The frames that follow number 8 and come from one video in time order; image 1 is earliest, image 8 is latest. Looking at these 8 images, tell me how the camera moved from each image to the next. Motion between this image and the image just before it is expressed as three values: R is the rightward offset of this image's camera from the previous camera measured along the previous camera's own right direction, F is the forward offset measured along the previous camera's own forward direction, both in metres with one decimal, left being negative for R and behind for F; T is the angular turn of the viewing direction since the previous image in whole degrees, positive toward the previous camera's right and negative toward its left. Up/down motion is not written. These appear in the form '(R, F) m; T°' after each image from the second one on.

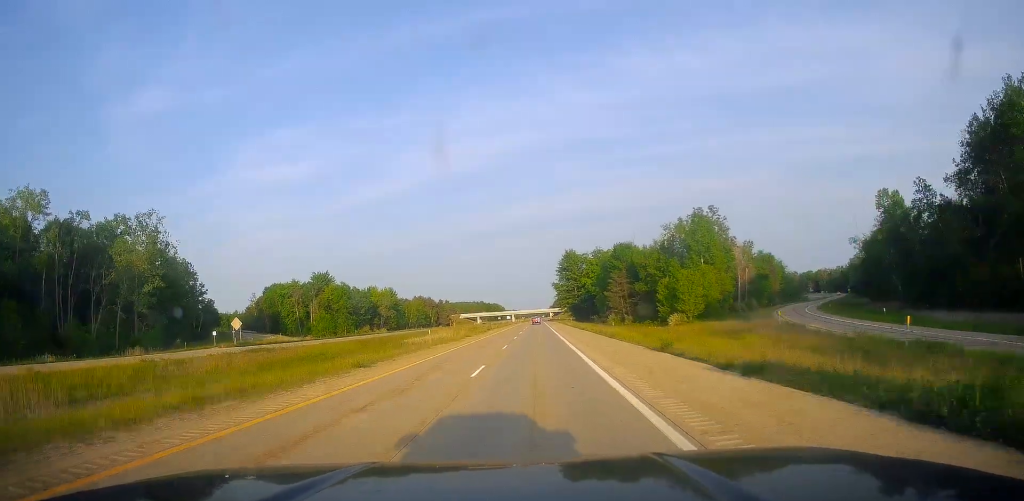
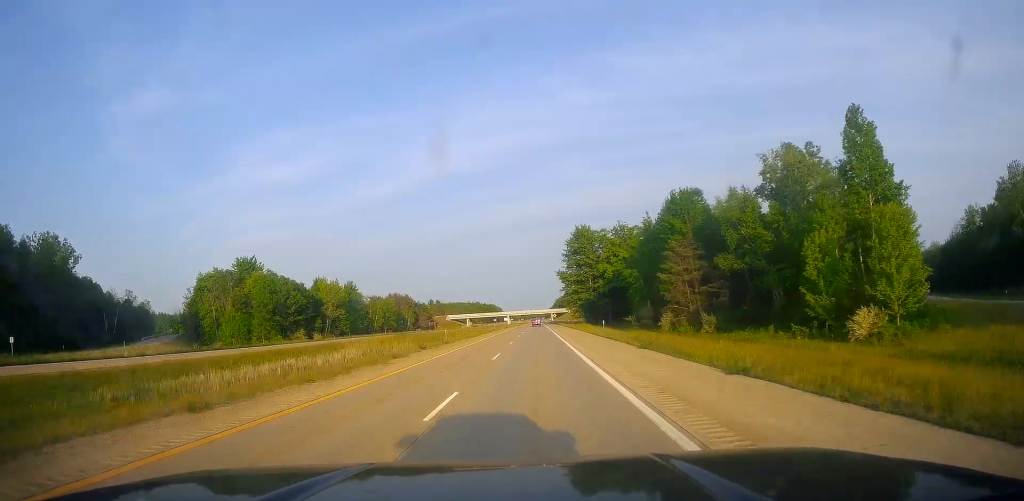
(-0.4, +52.7) m; 0°
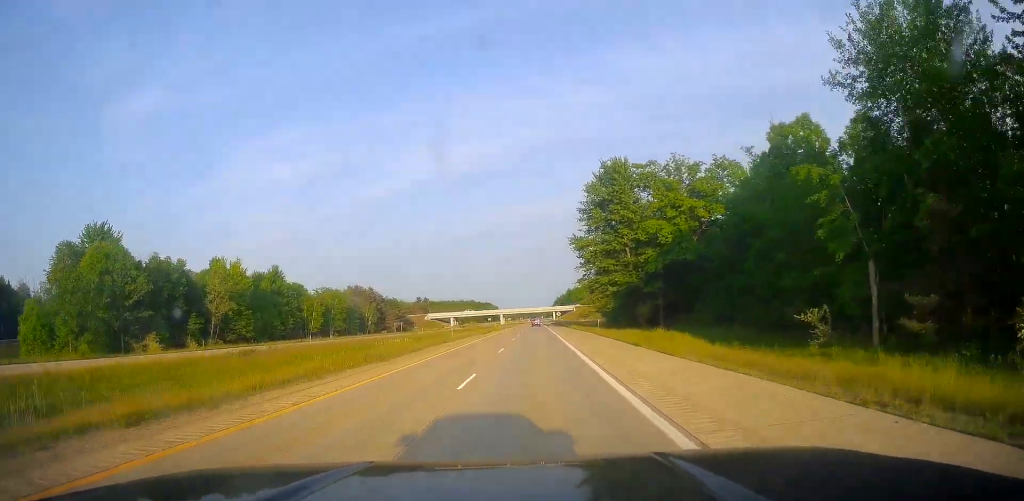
(-0.1, +56.3) m; +1°
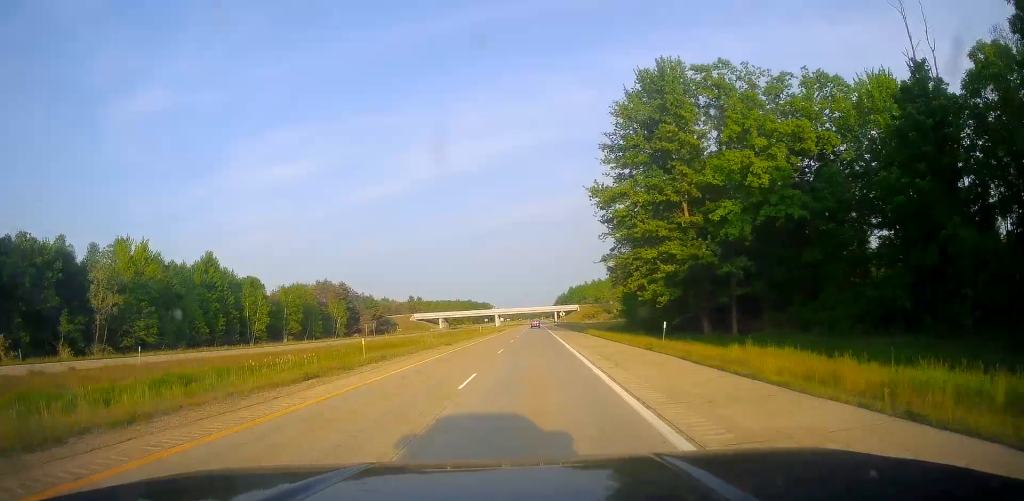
(+0.5, +30.0) m; 0°
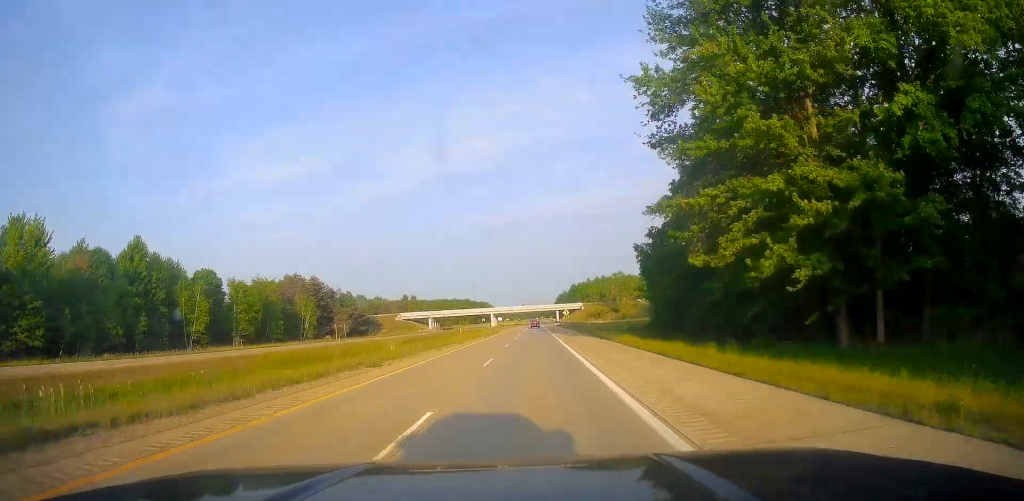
(0.0, +22.8) m; -1°
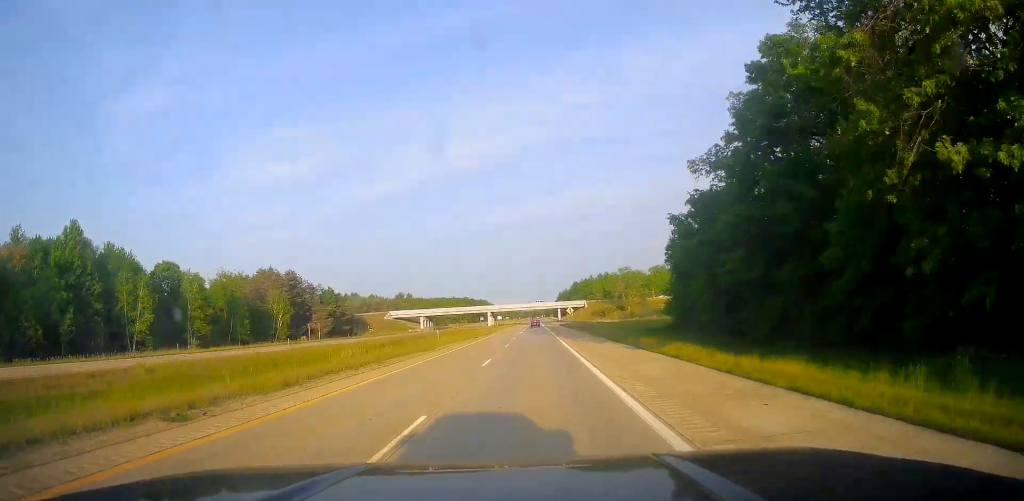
(-0.2, +15.6) m; -1°
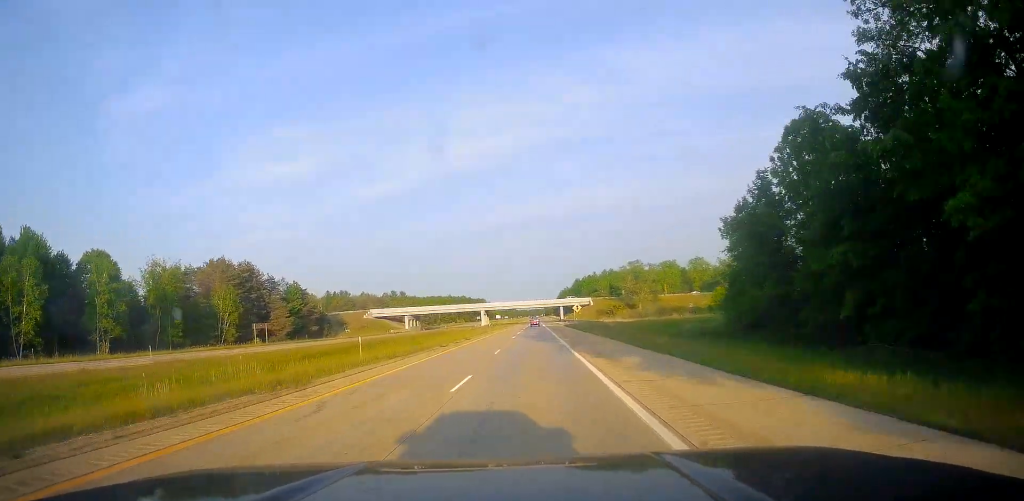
(-0.2, +22.8) m; 0°
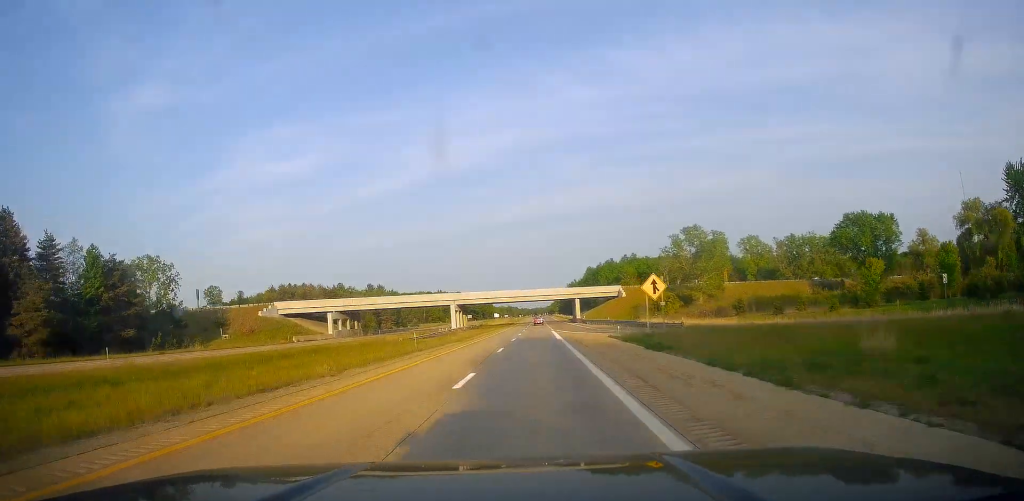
(+1.0, +67.1) m; +1°
